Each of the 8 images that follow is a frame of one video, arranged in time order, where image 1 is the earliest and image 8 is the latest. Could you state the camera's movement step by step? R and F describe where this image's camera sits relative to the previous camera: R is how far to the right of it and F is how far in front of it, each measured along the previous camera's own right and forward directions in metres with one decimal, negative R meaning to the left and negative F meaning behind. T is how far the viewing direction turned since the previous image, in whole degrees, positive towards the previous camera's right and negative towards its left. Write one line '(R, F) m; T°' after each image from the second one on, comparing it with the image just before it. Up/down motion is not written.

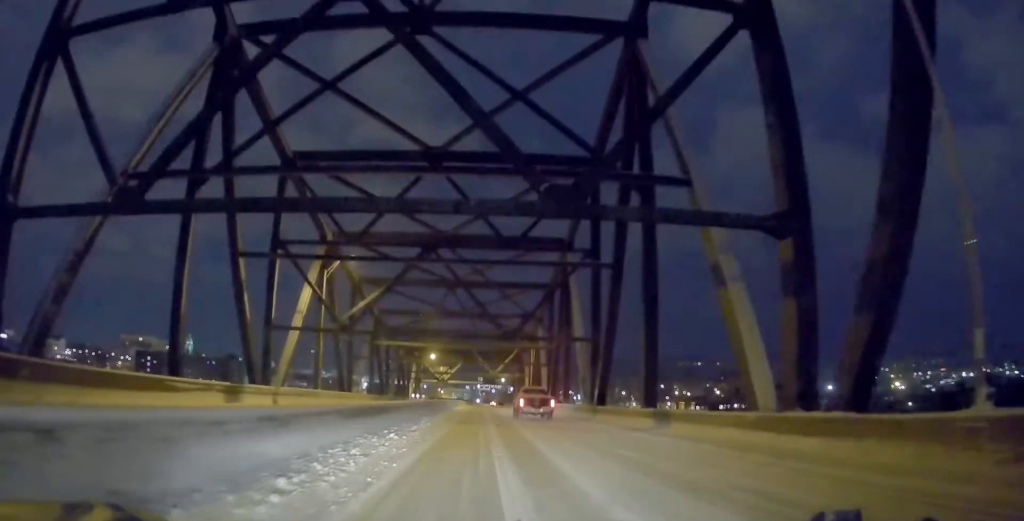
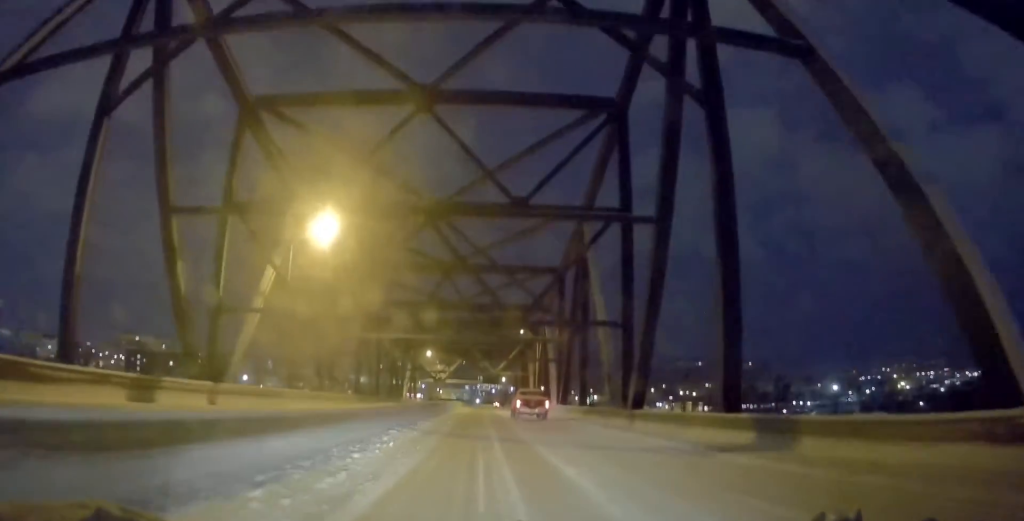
(+0.4, +8.7) m; -1°
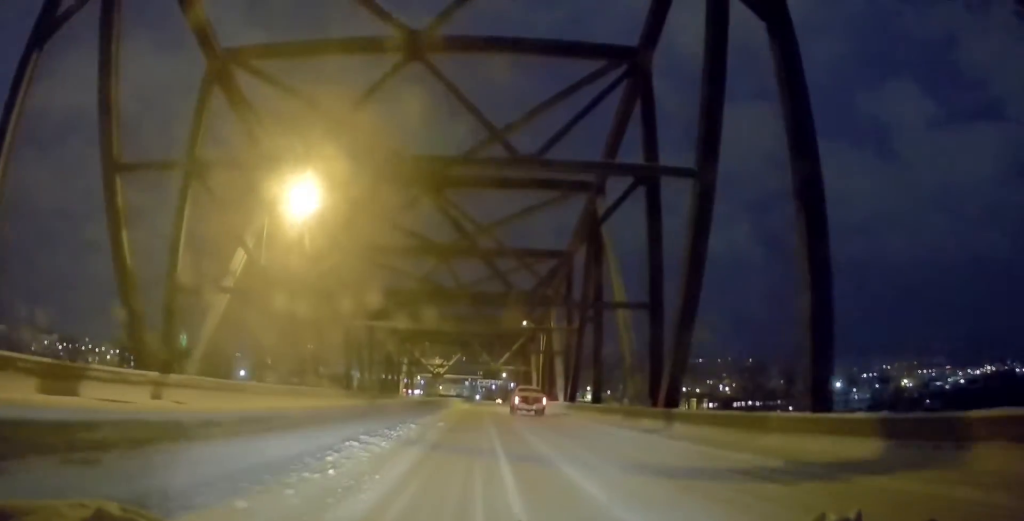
(-0.2, +5.3) m; -1°
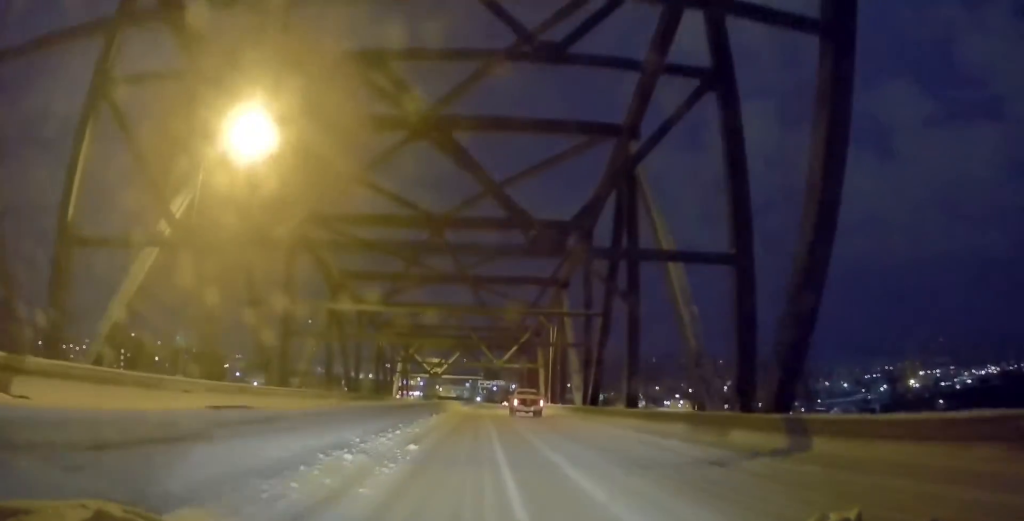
(-0.2, +9.5) m; 0°
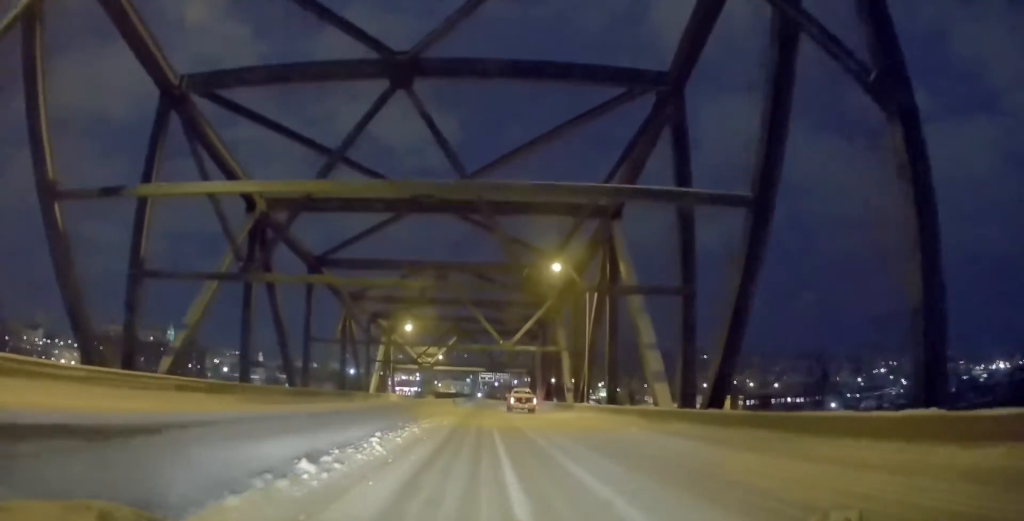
(+0.4, +21.6) m; +1°
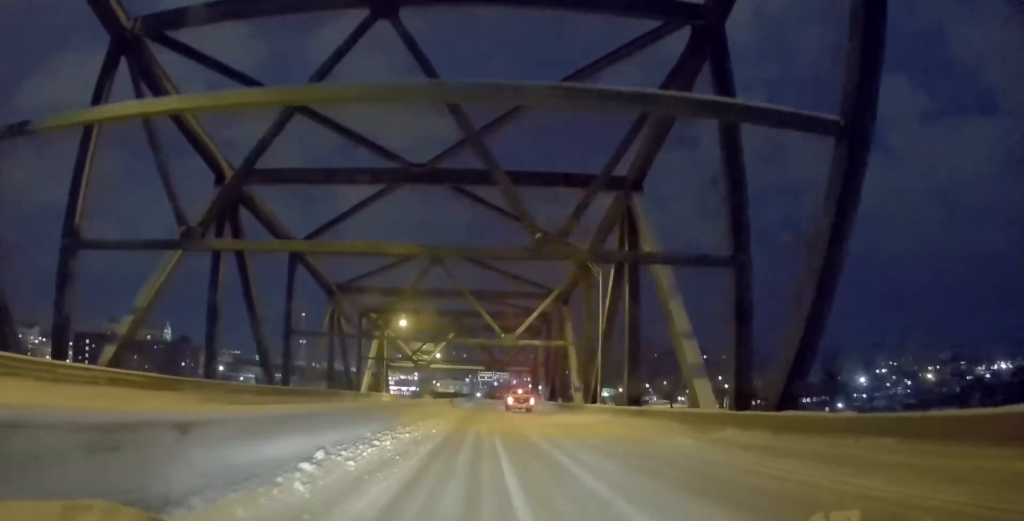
(0.0, +5.0) m; 0°
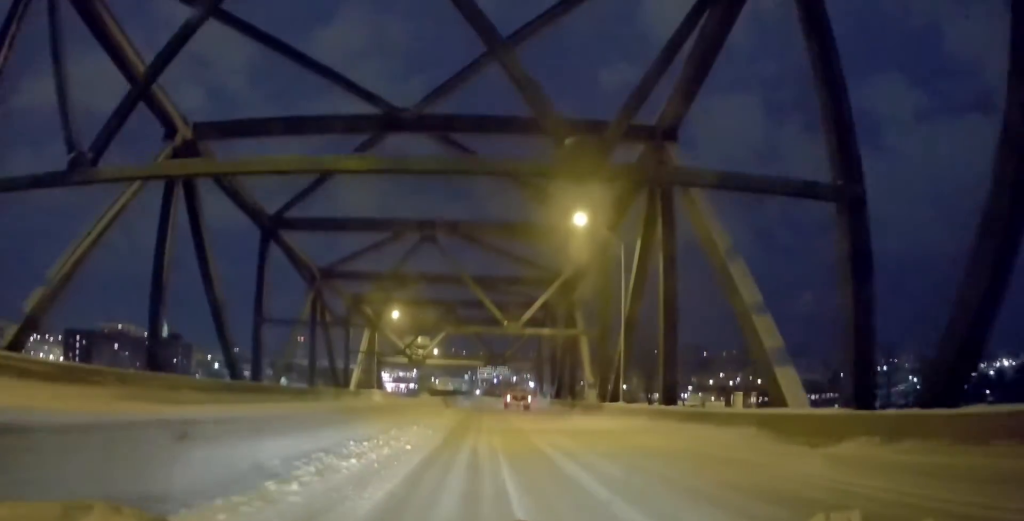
(+0.3, +6.3) m; 0°
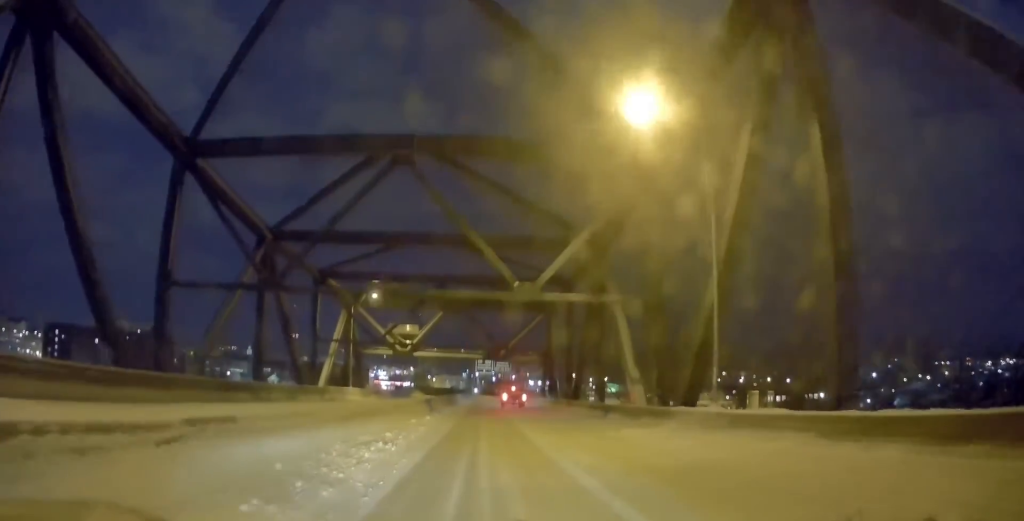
(-0.5, +13.4) m; -1°
